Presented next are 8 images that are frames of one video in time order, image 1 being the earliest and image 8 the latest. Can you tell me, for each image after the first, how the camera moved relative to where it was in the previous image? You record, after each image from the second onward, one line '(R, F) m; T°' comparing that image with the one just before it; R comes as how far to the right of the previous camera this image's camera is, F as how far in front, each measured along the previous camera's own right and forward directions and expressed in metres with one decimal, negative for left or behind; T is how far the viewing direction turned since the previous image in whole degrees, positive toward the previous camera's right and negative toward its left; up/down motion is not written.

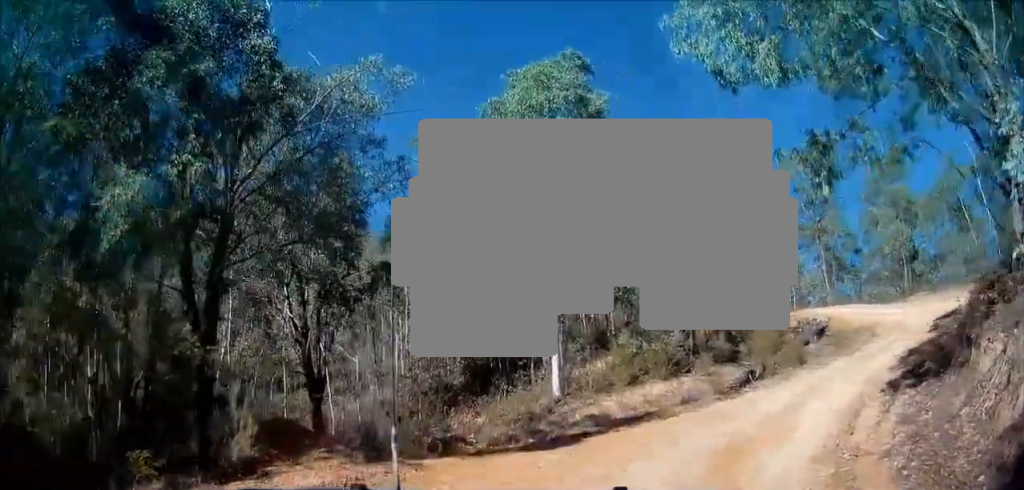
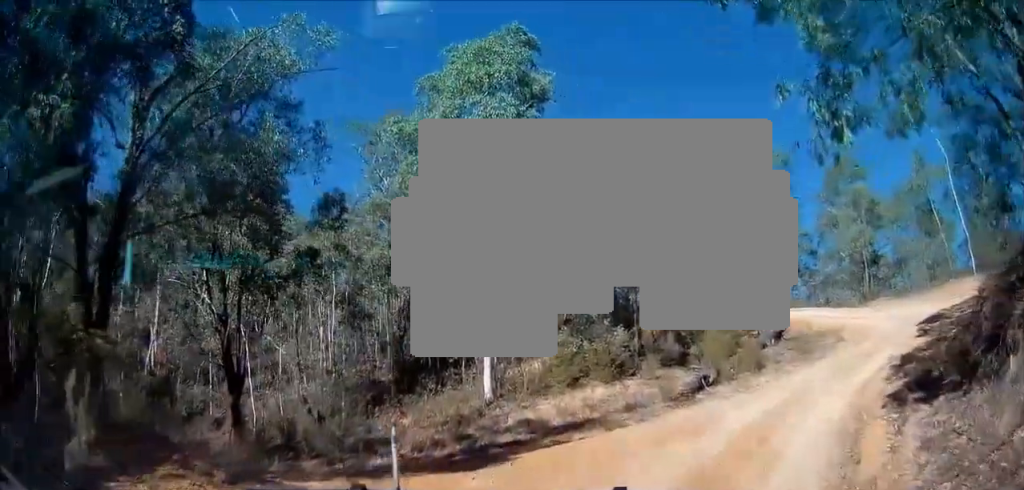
(0.0, +1.7) m; +2°
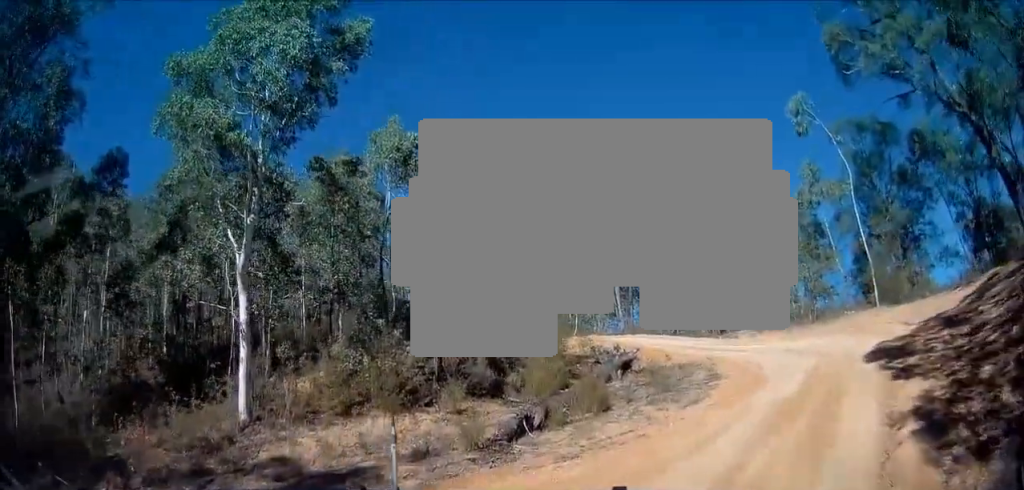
(+0.2, +4.9) m; +4°
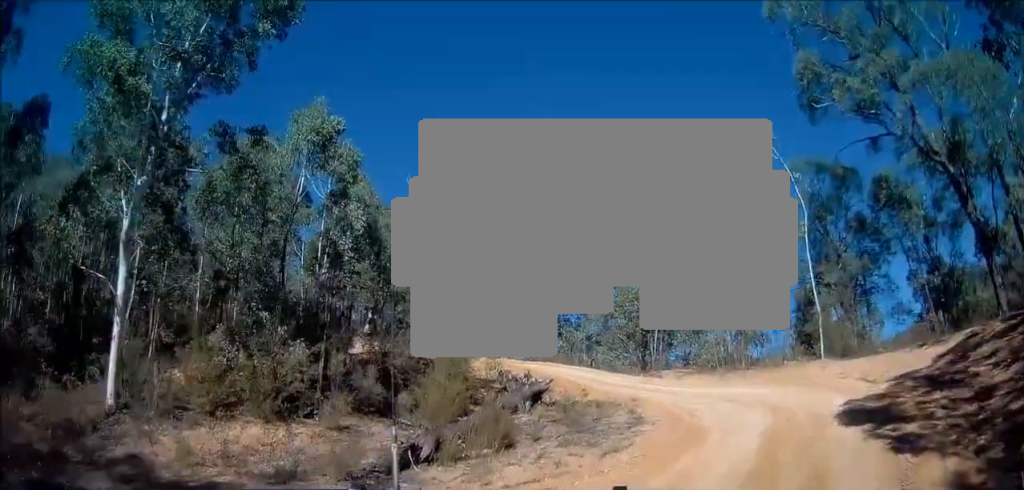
(0.0, +2.3) m; +4°
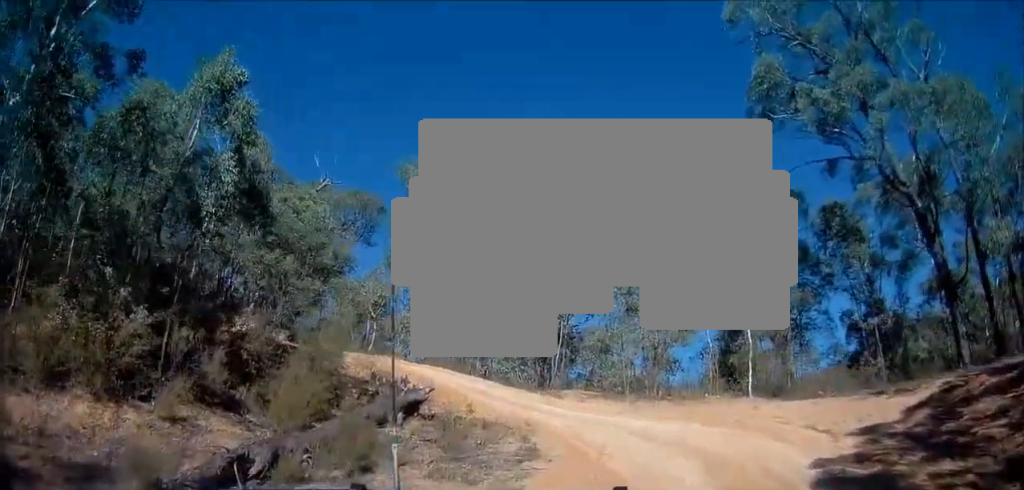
(0.0, +2.7) m; +7°
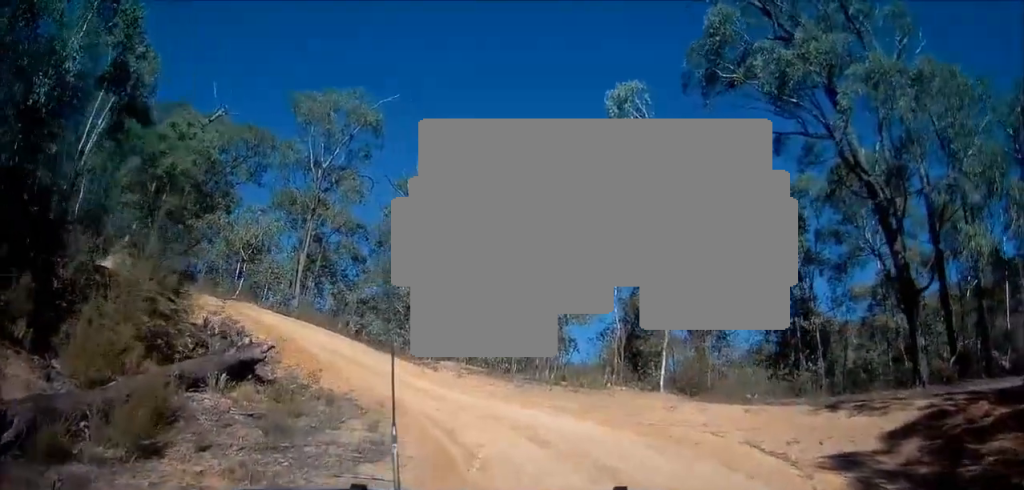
(+0.3, +3.0) m; +14°
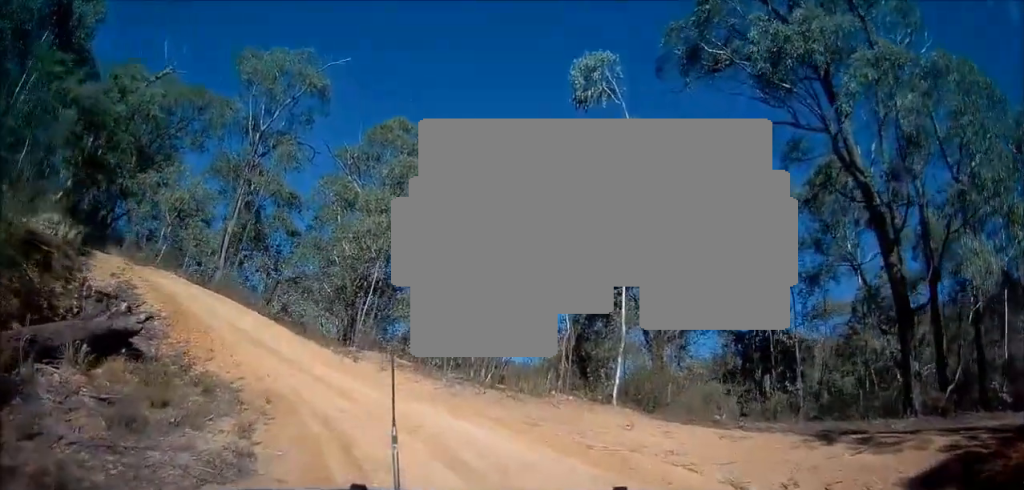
(+0.3, +2.2) m; +4°
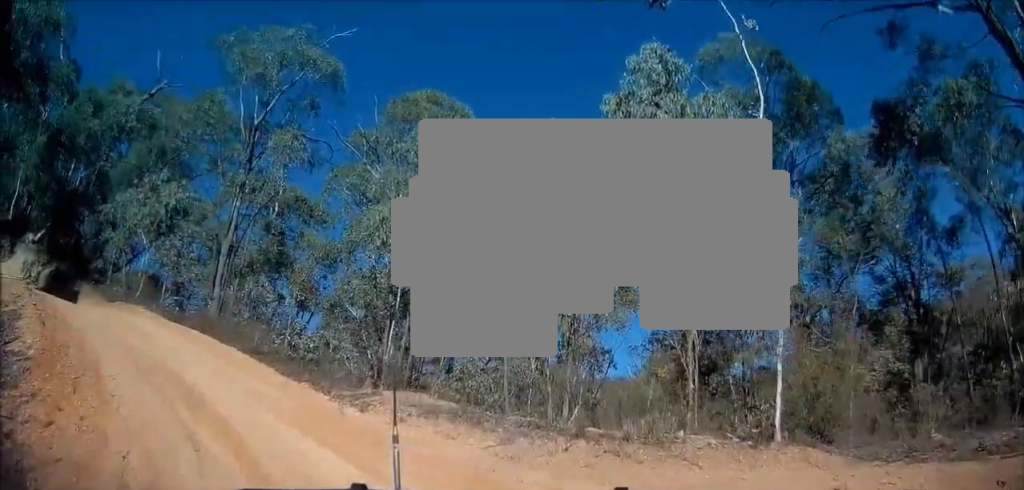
(-0.1, +5.8) m; -12°
